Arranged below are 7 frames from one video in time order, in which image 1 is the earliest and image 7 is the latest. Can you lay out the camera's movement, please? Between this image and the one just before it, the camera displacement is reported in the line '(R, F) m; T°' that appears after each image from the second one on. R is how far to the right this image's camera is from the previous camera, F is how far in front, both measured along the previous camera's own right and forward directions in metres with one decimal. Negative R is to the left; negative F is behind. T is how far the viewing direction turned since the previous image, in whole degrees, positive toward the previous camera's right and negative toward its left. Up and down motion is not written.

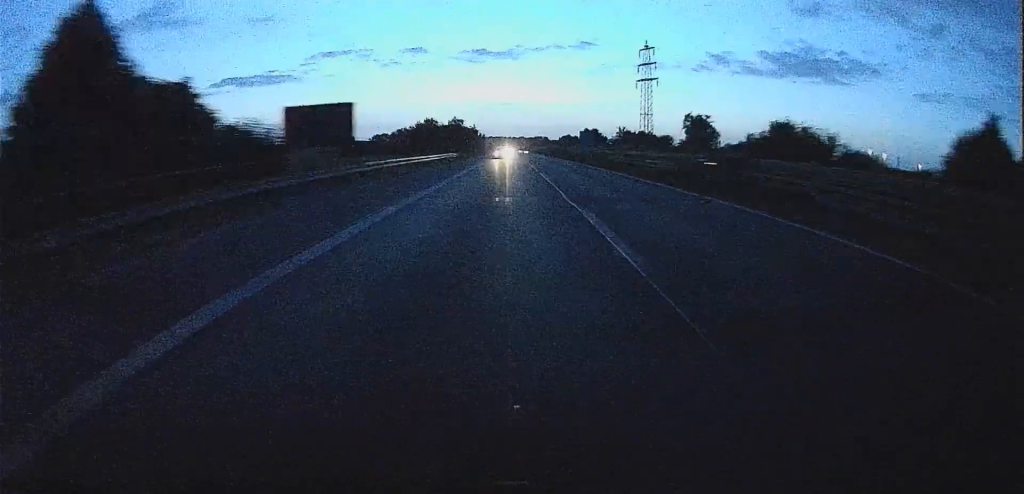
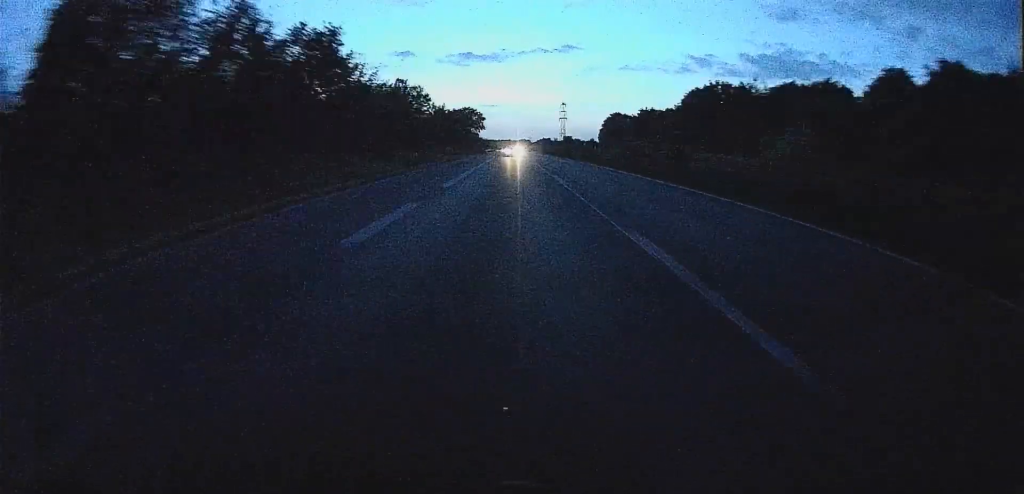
(-0.6, +181.2) m; +1°
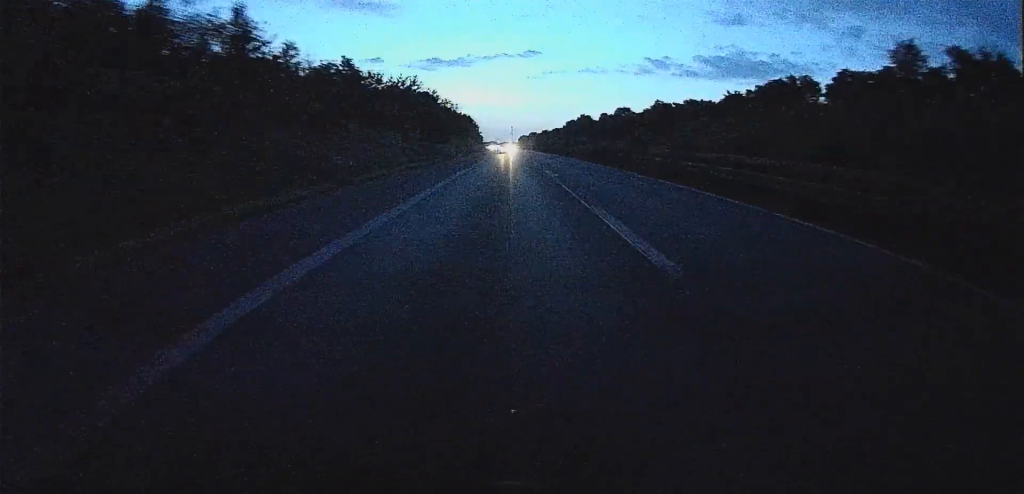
(+5.9, +329.5) m; +1°
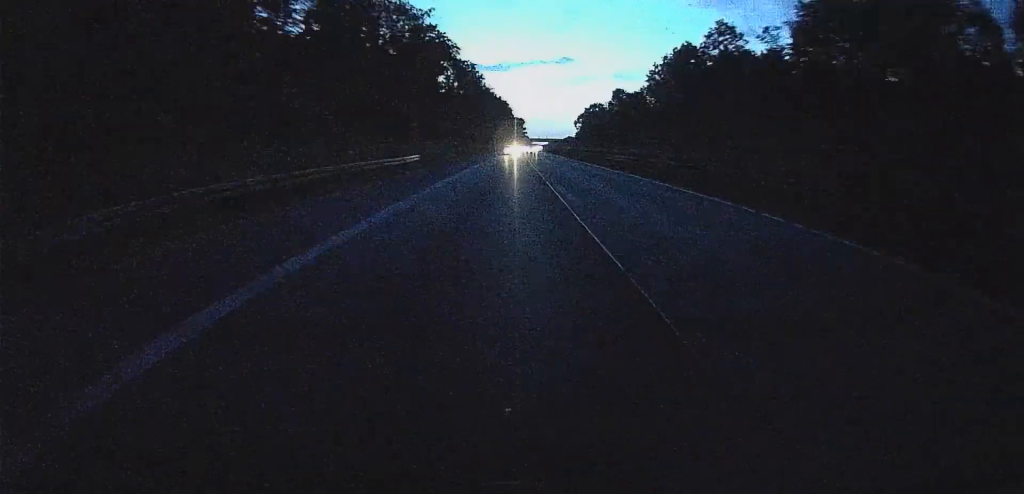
(-5.8, +372.9) m; -2°
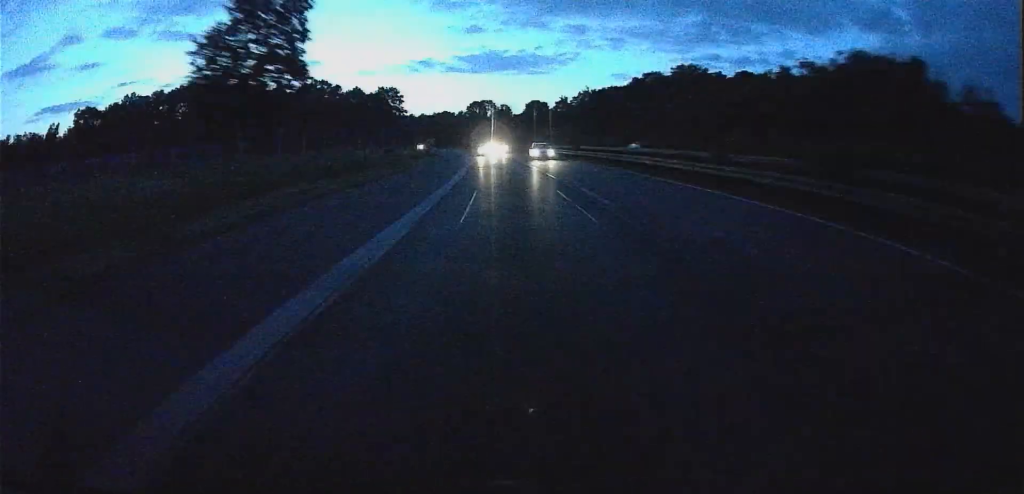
(+41.3, +637.0) m; +21°
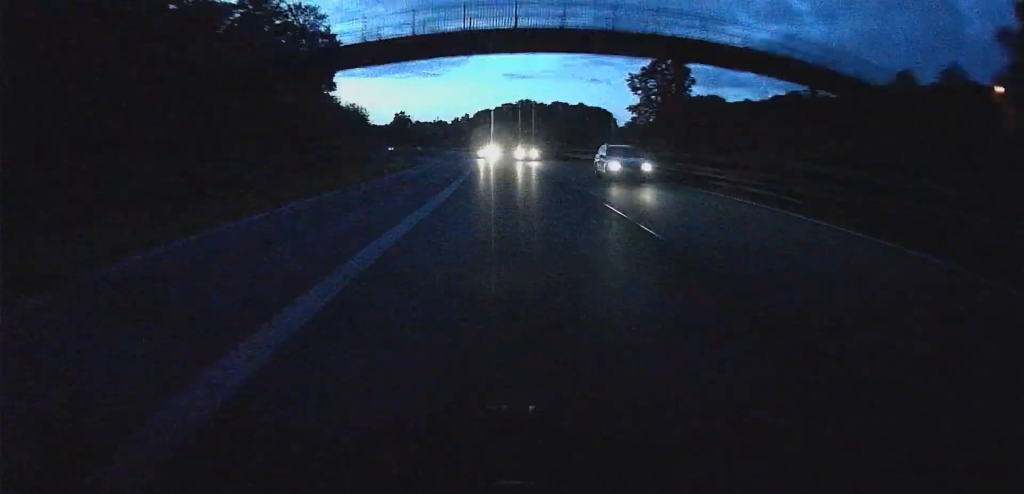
(+9.8, +186.7) m; +10°
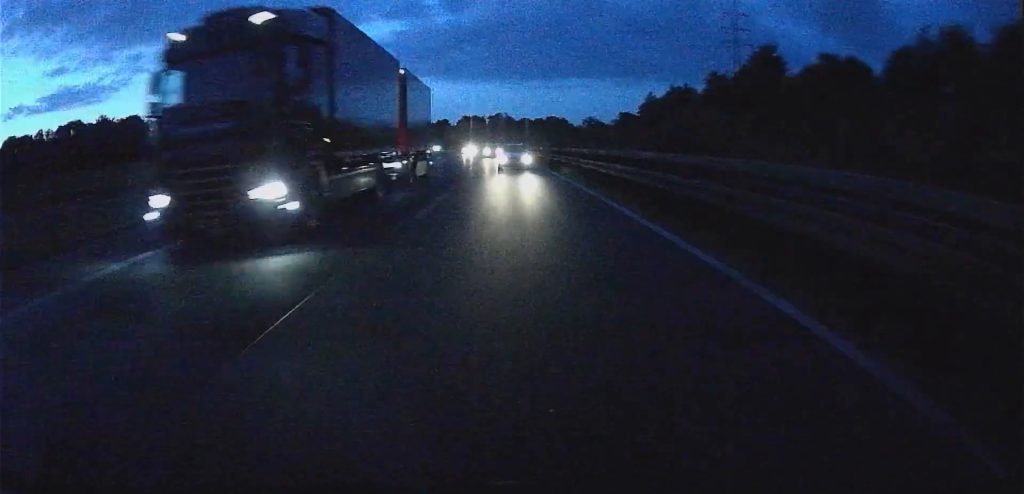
(+250.2, +690.1) m; +28°
